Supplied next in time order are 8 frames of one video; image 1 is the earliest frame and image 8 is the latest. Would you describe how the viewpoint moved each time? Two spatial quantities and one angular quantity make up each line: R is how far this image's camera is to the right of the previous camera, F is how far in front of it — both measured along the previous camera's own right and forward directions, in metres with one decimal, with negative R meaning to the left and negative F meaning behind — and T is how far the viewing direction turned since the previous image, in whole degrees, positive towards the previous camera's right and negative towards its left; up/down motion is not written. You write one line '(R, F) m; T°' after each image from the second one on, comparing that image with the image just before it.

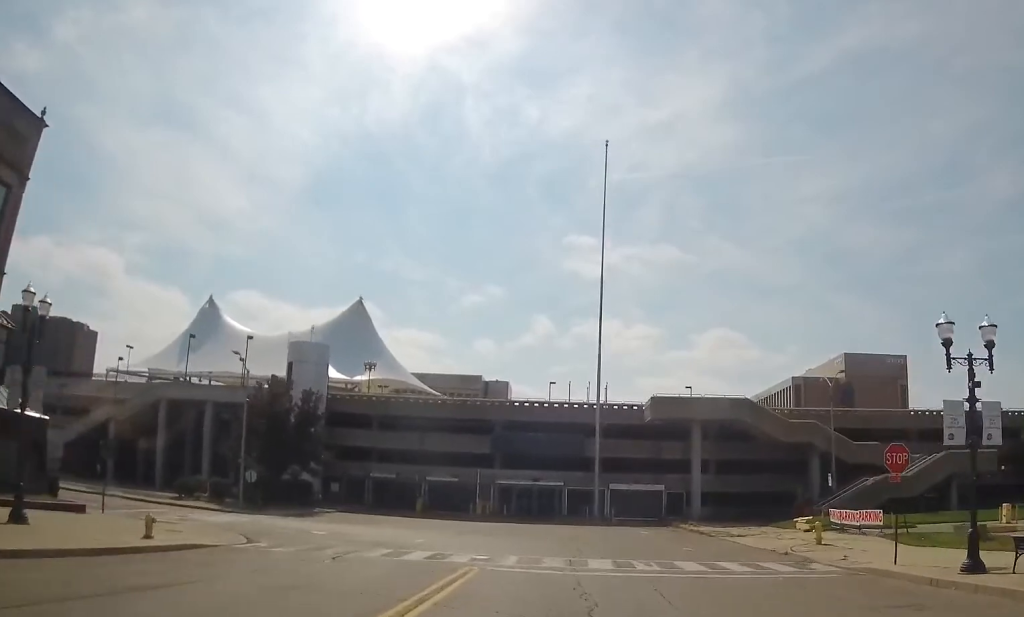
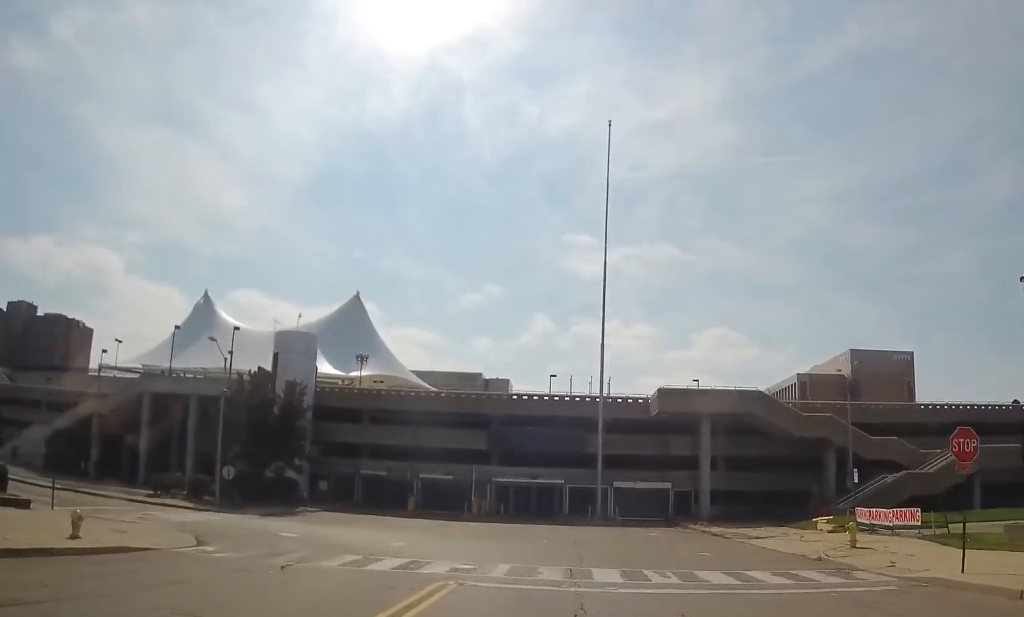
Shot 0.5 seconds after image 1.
(0.0, +3.5) m; -1°
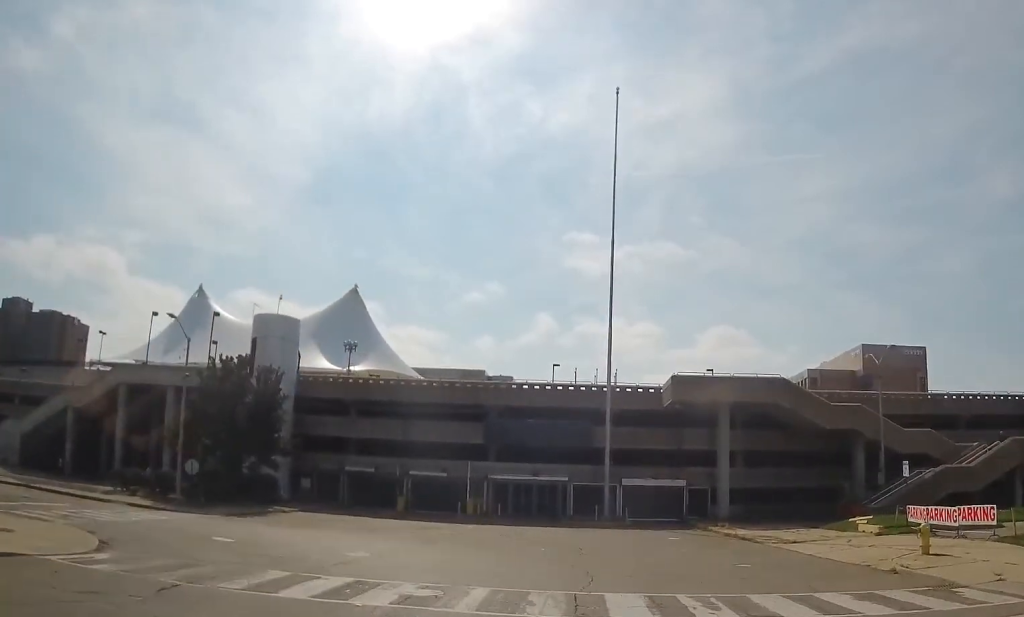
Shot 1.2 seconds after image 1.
(0.0, +5.5) m; -2°
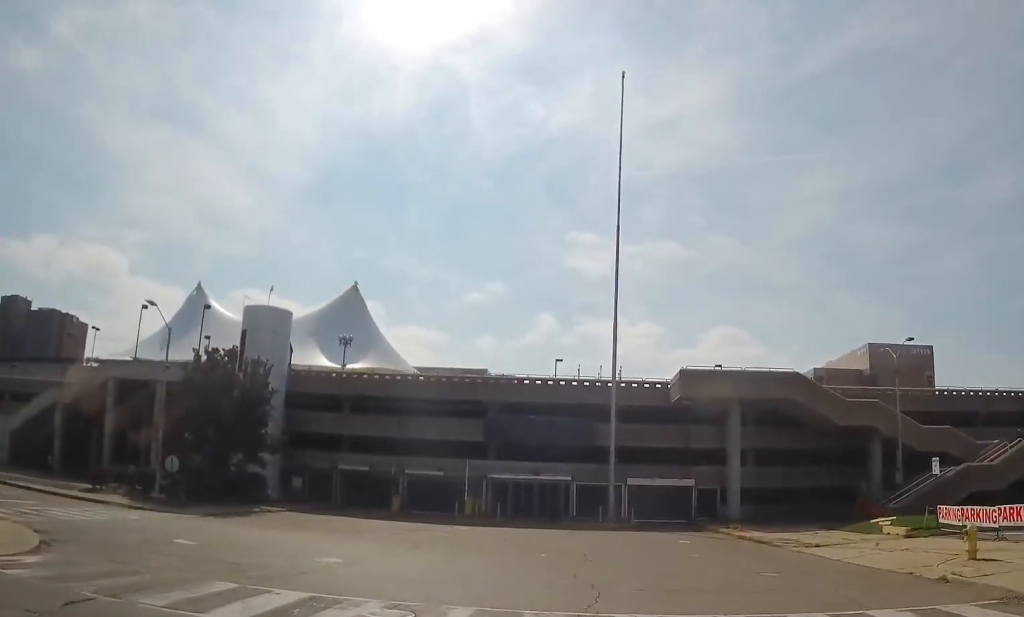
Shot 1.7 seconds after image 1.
(-0.1, +2.9) m; -1°
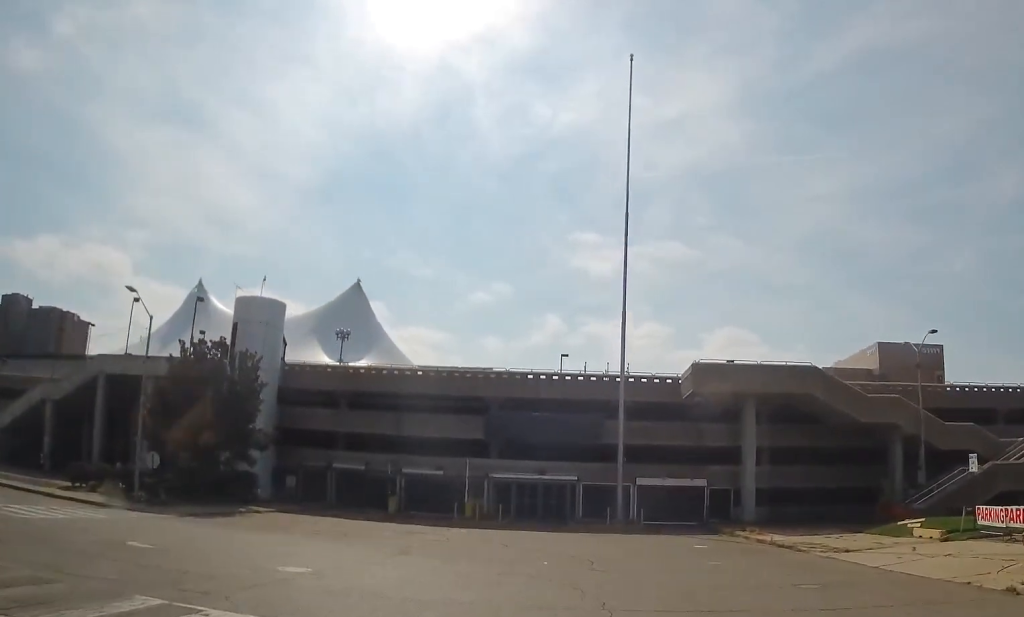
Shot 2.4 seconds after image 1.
(0.0, +3.2) m; -1°
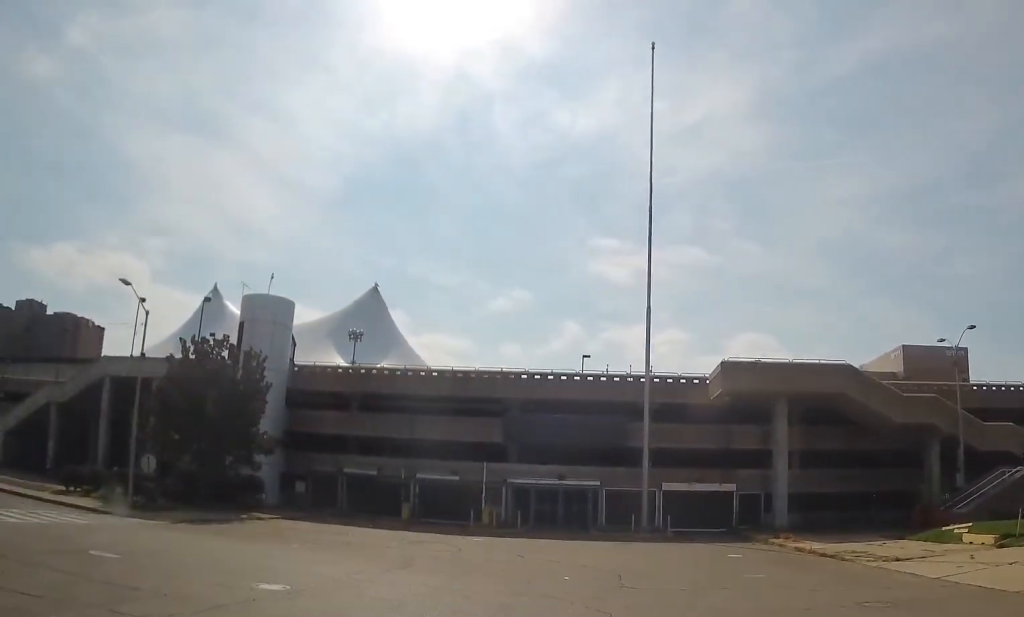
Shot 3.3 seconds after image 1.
(0.0, +3.3) m; -3°
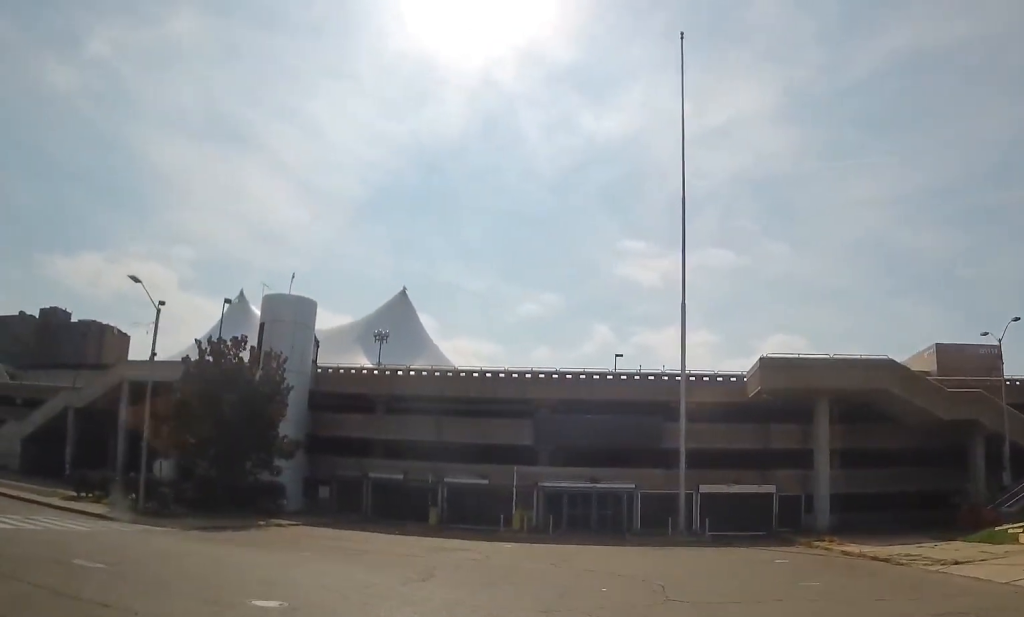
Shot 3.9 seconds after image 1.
(0.0, +1.9) m; -3°
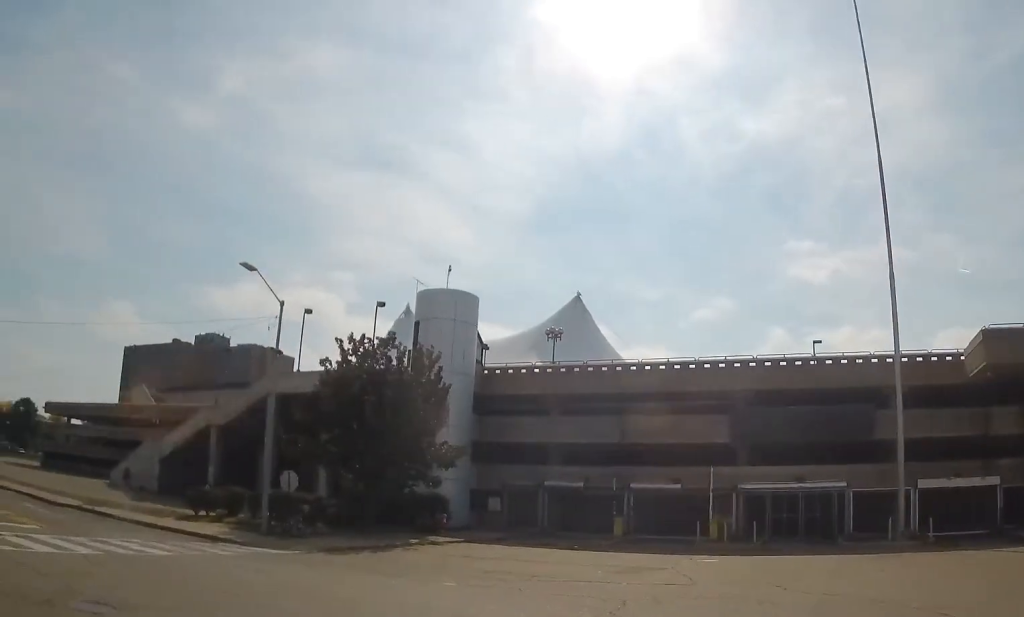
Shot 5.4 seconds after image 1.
(-0.6, +4.4) m; -17°
